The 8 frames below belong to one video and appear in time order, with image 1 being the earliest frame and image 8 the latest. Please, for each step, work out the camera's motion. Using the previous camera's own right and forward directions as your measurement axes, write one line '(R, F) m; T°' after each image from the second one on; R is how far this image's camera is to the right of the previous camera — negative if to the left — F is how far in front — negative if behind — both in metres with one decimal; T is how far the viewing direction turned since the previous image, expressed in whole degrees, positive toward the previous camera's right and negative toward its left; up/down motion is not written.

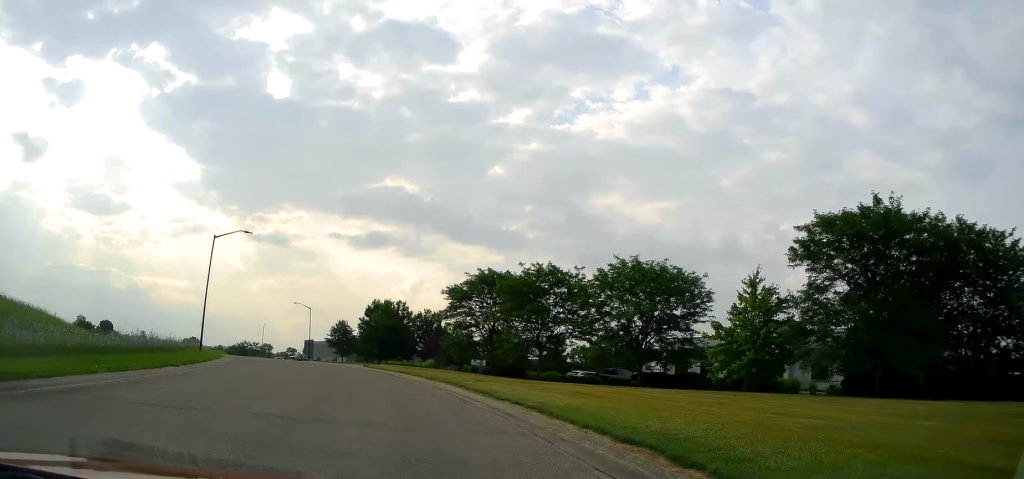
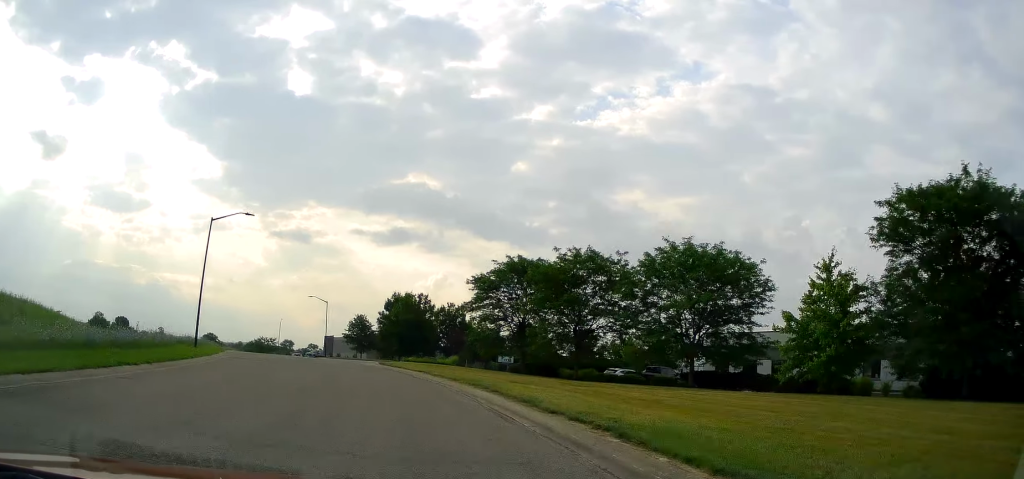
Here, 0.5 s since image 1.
(-0.1, +5.4) m; -1°
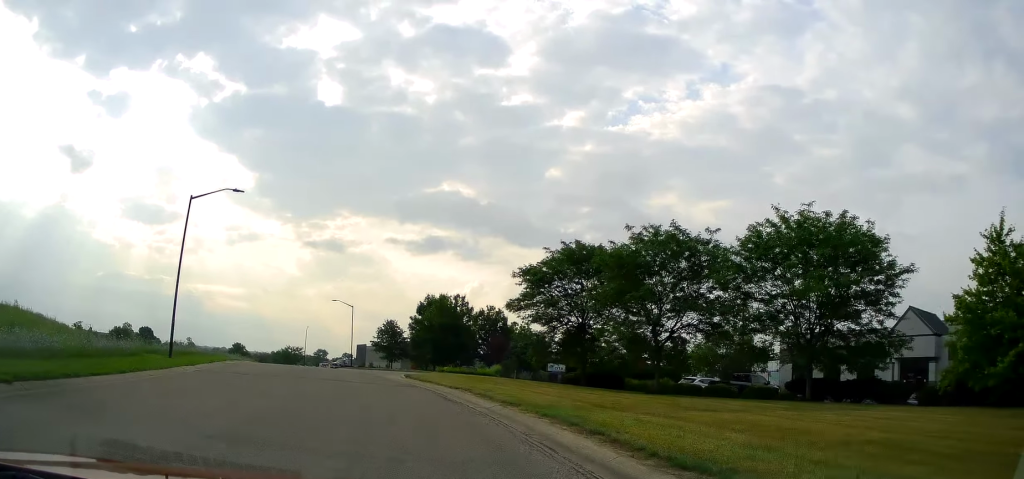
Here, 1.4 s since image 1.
(0.0, +9.6) m; 0°
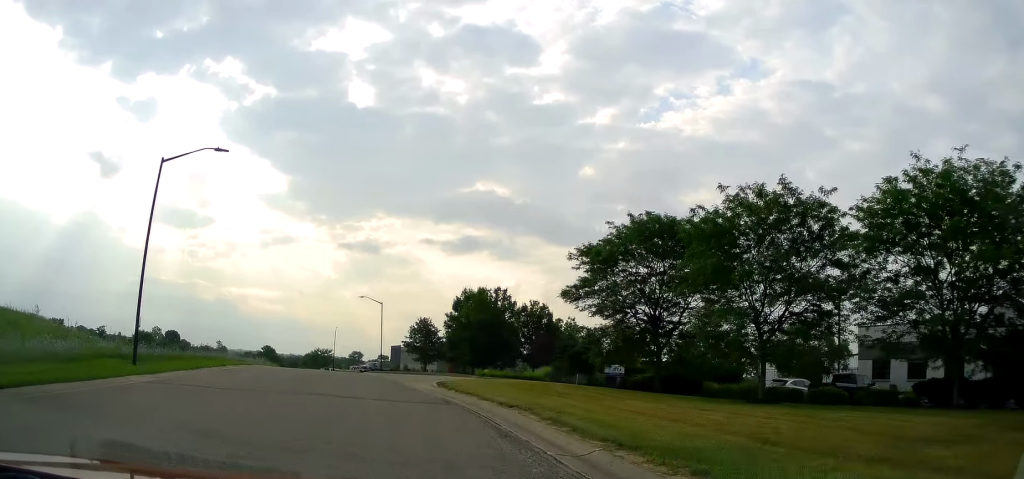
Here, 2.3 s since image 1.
(+0.2, +8.1) m; -3°
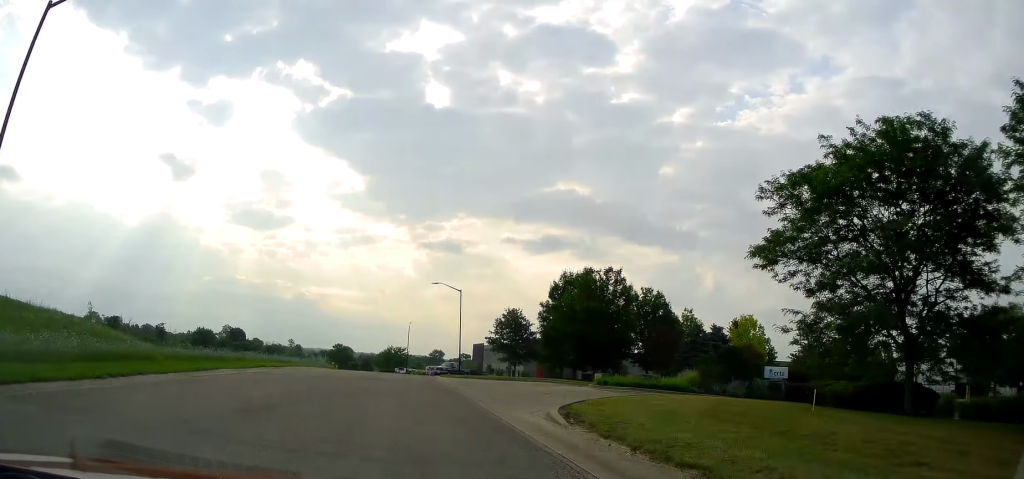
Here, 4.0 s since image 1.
(-2.5, +15.0) m; -15°
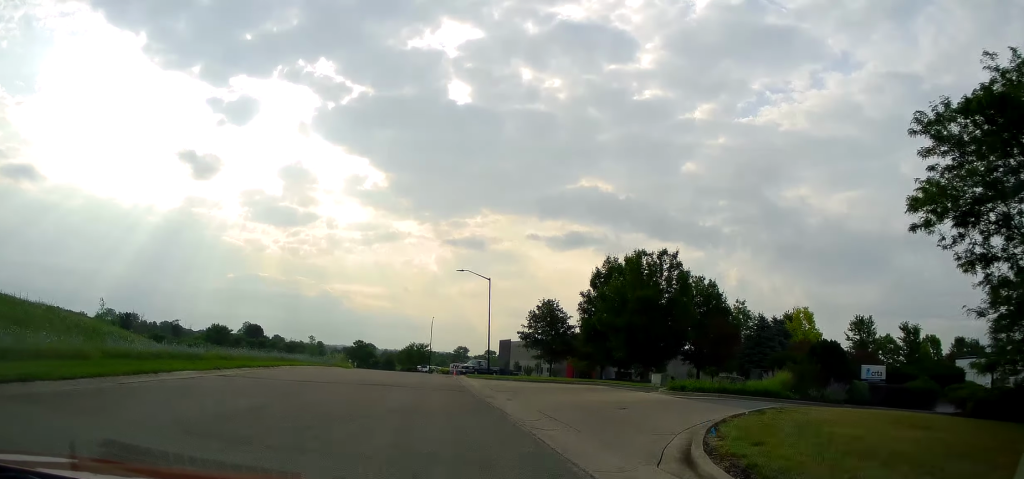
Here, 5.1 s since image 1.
(-0.2, +8.5) m; -2°
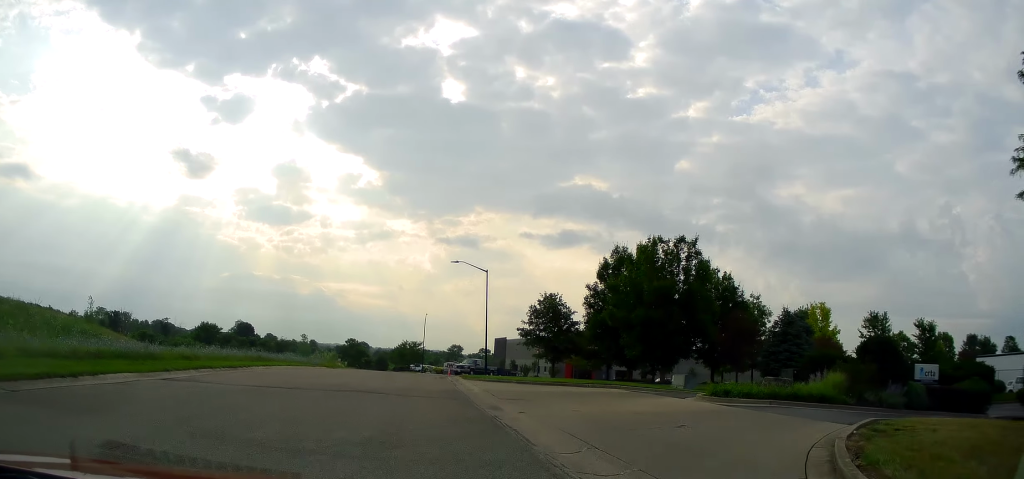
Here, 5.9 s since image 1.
(-0.1, +5.4) m; -5°
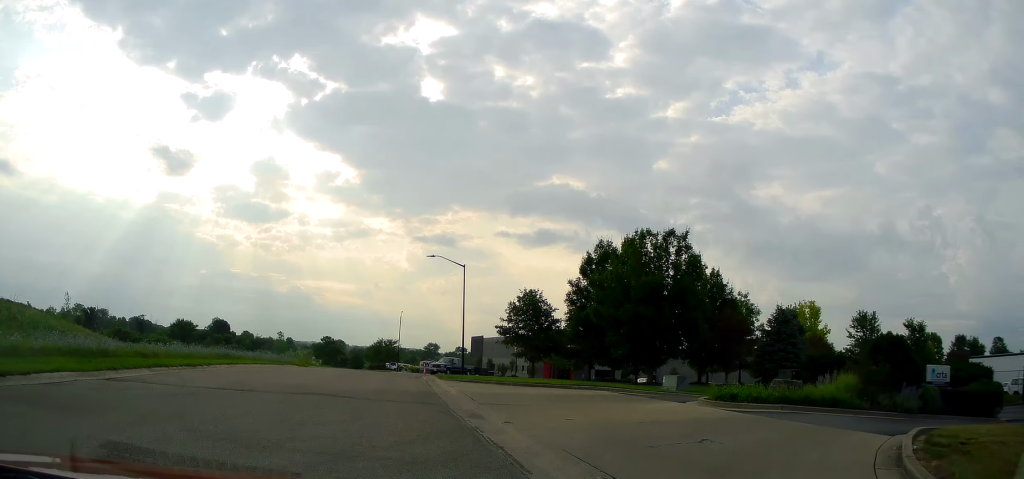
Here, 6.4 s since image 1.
(0.0, +2.9) m; -3°
